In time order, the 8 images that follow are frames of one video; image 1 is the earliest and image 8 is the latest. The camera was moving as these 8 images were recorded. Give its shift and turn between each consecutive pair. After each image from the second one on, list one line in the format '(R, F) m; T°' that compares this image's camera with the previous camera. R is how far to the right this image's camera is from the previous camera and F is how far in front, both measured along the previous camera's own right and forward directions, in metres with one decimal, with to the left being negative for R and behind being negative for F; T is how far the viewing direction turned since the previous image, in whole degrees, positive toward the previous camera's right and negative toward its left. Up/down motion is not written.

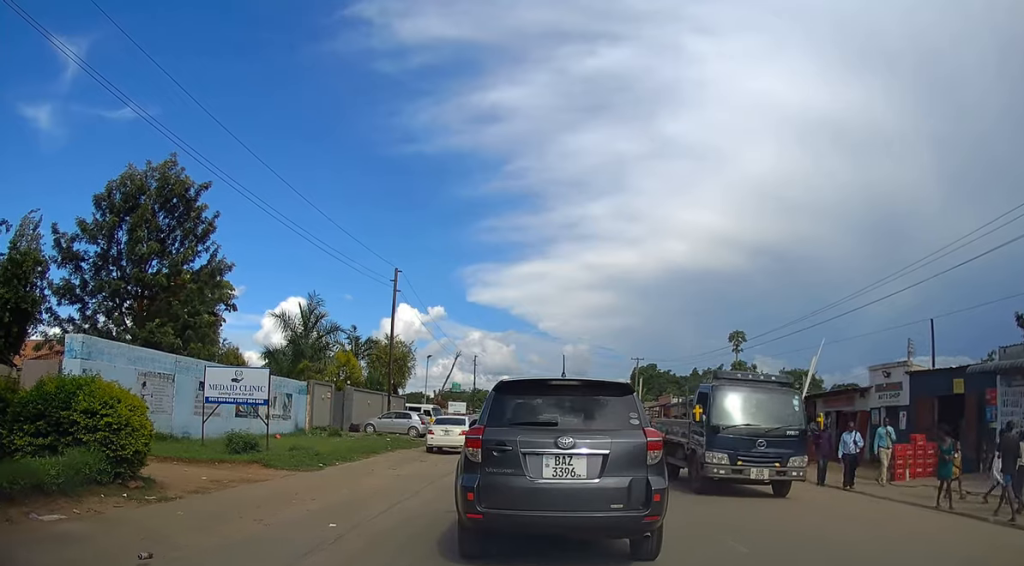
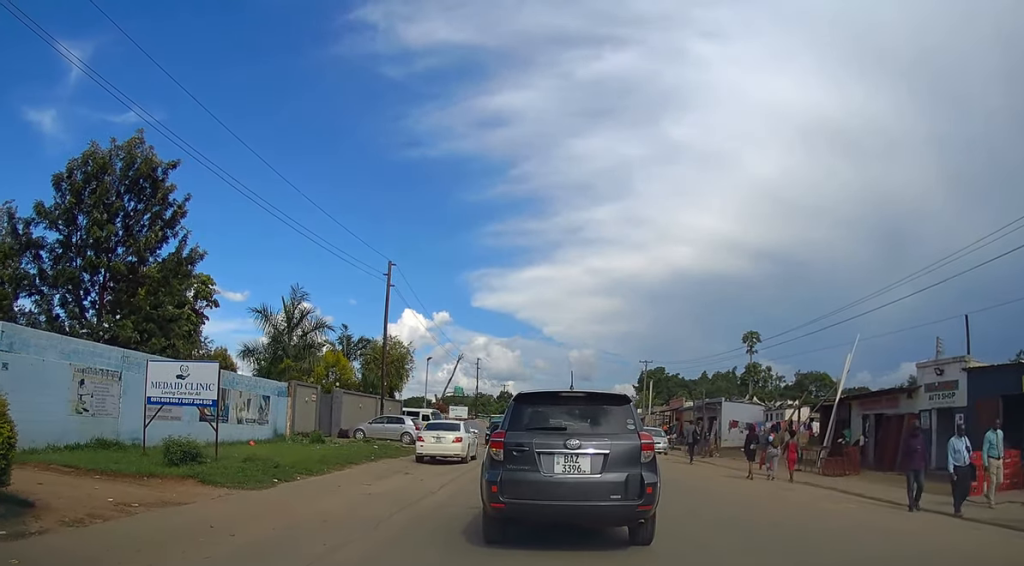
(0.0, +3.4) m; -4°
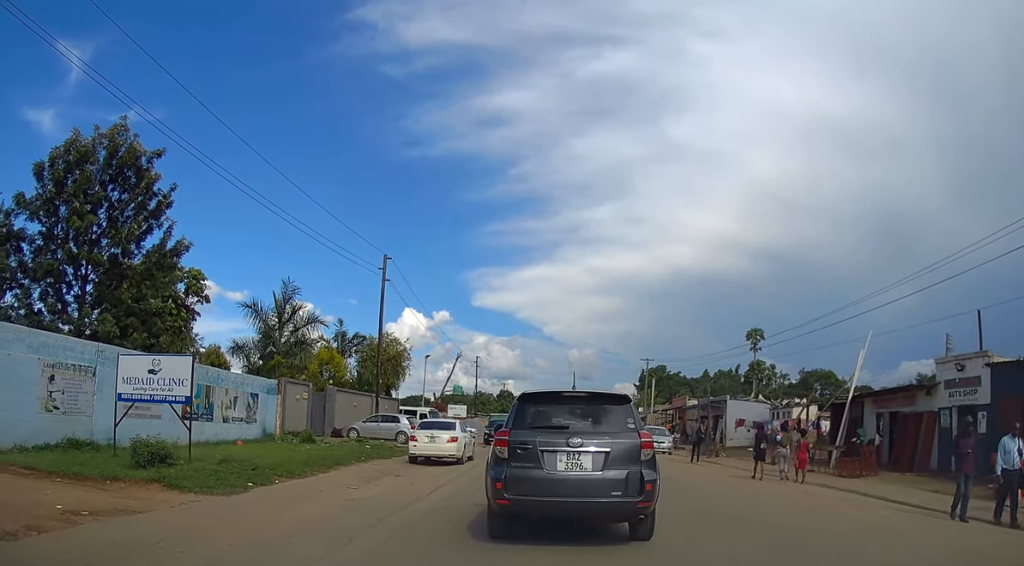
(-0.1, +1.2) m; 0°
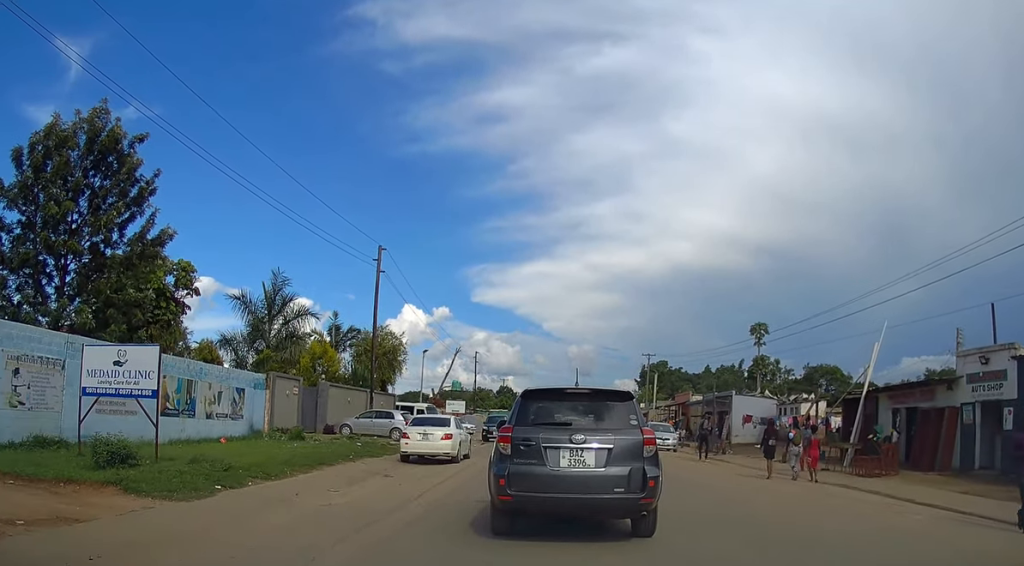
(0.0, +1.3) m; +1°
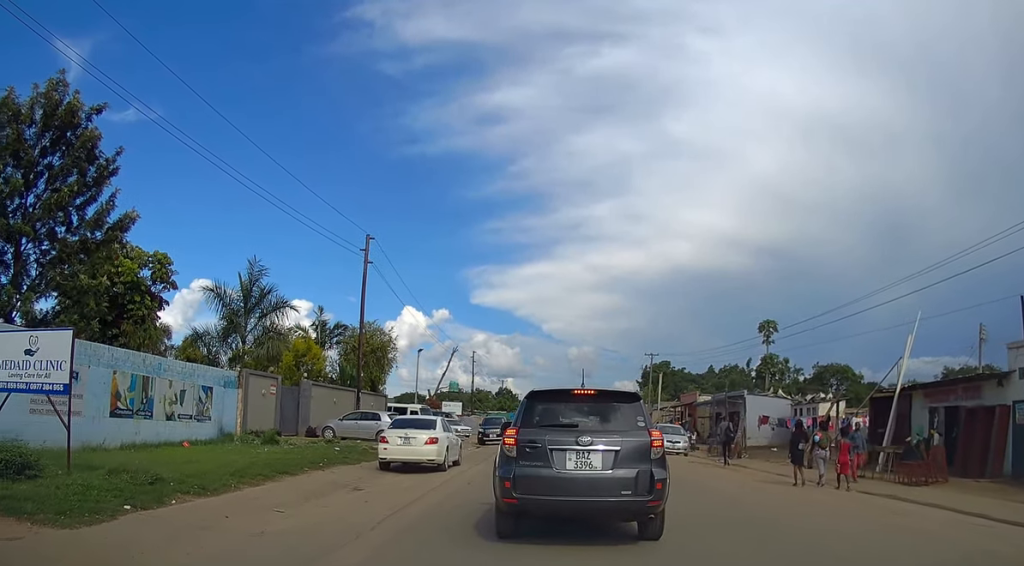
(+0.1, +2.7) m; +1°
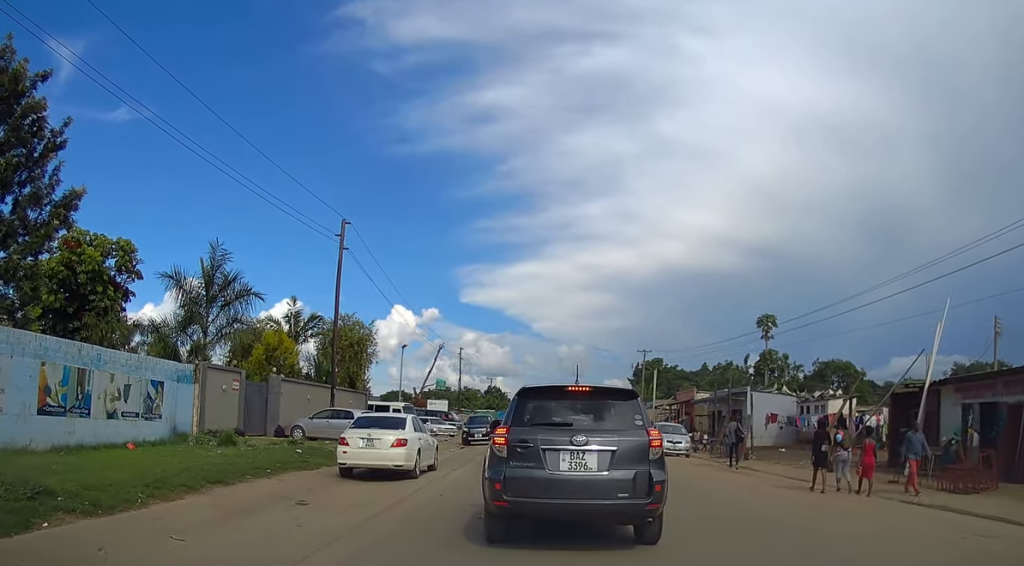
(0.0, +2.8) m; -2°
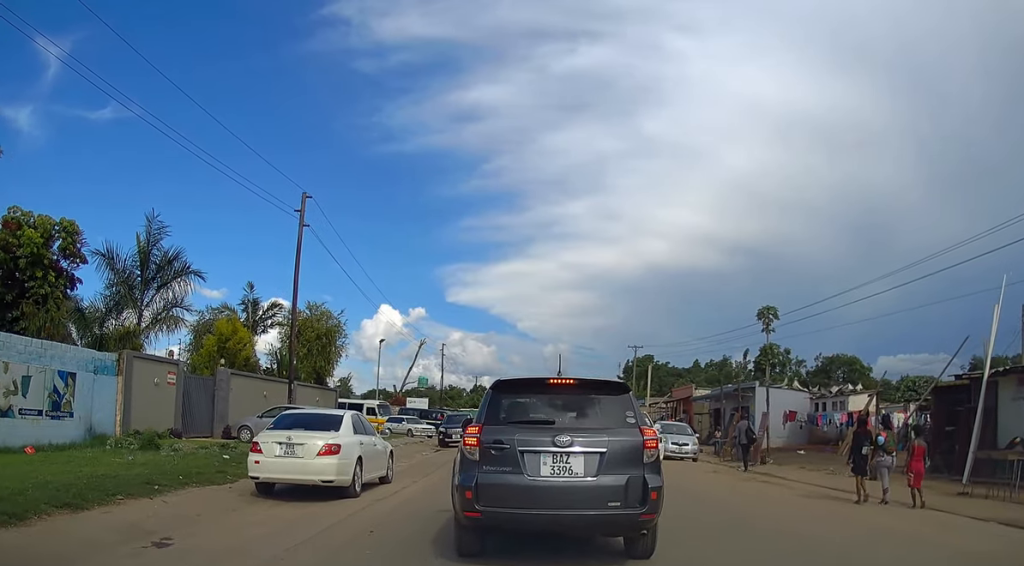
(-0.1, +4.2) m; +1°
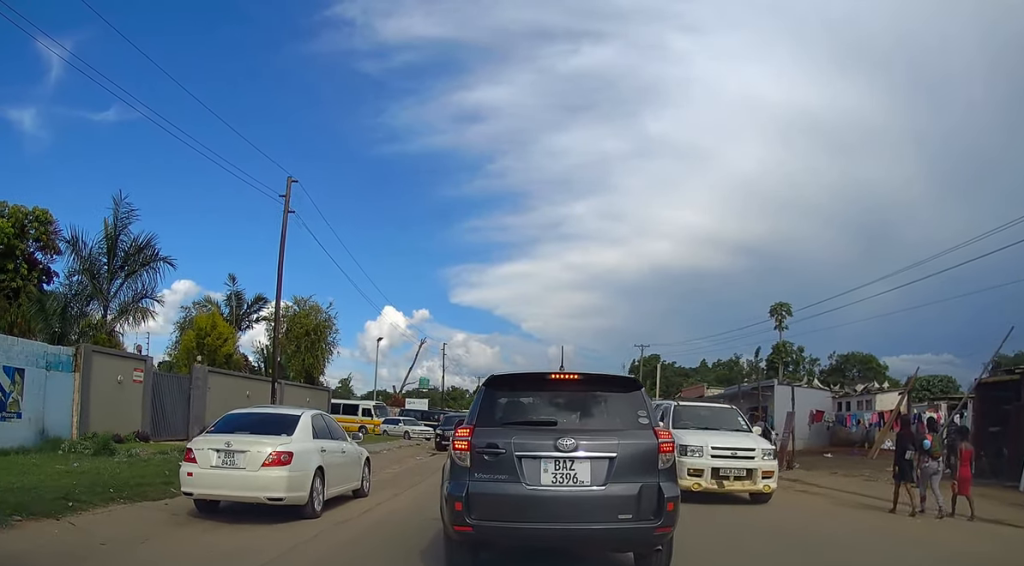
(+0.1, +2.4) m; +3°
